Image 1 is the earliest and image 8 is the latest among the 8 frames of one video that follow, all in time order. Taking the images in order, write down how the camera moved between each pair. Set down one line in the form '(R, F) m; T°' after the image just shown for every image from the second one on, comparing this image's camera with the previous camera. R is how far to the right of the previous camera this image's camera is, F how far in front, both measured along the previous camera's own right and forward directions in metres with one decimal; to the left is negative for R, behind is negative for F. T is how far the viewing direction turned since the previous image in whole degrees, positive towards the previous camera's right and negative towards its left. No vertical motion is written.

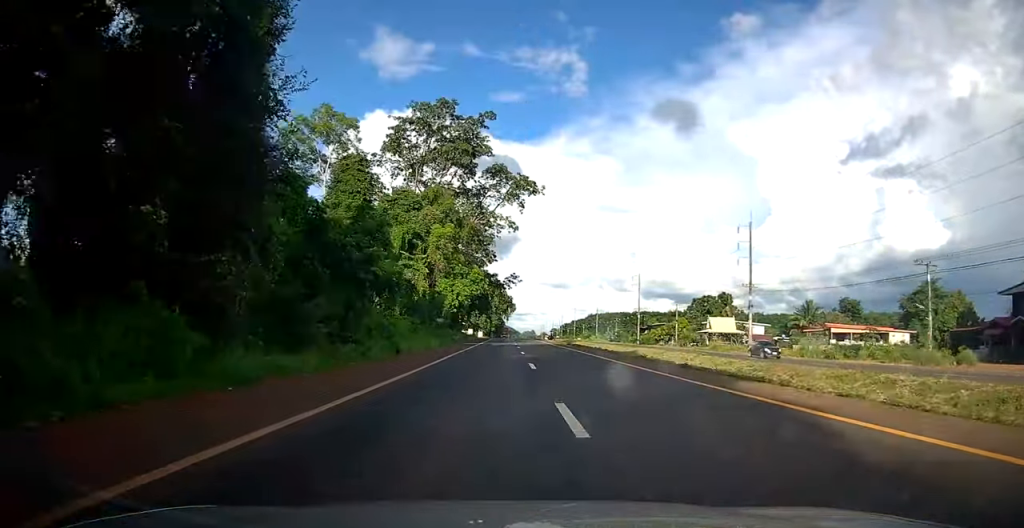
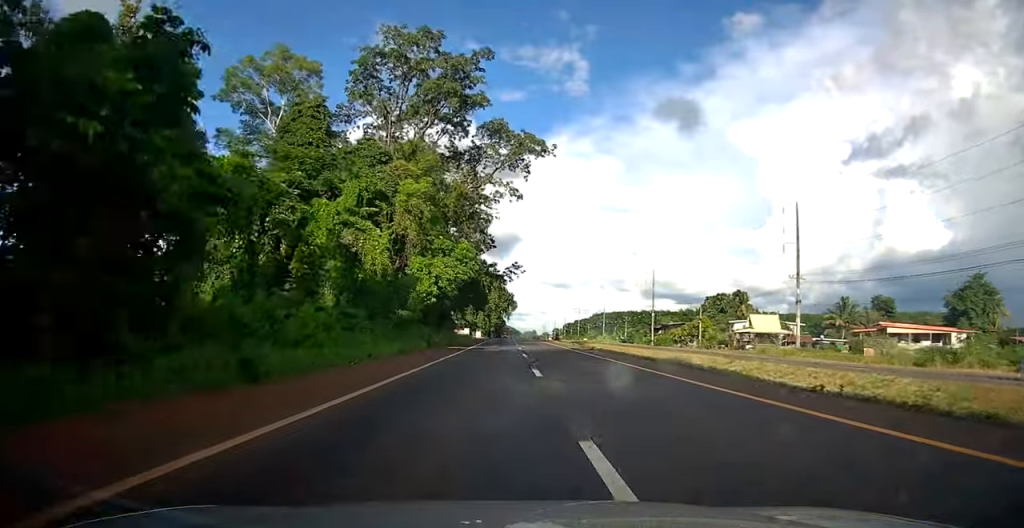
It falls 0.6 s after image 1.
(0.0, +15.3) m; +1°
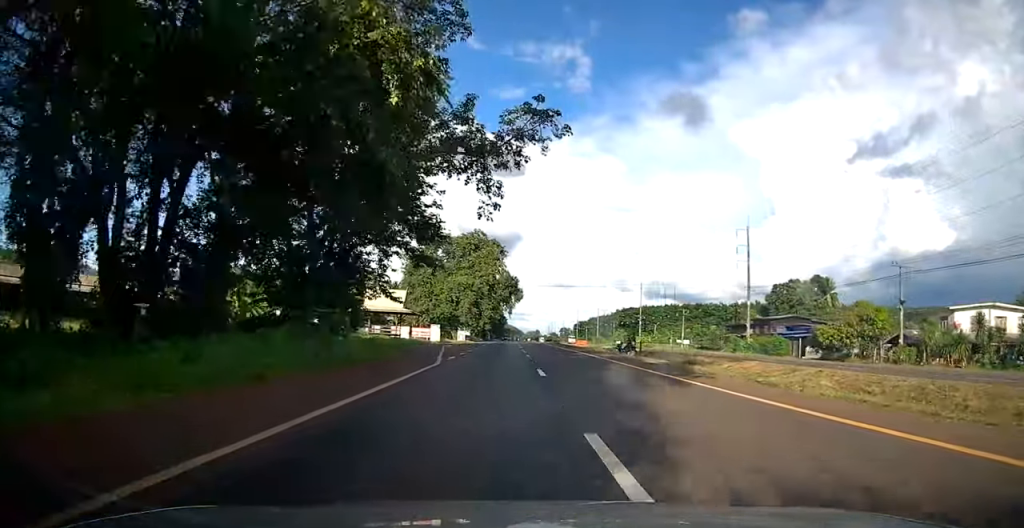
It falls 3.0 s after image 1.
(+0.2, +59.8) m; -1°
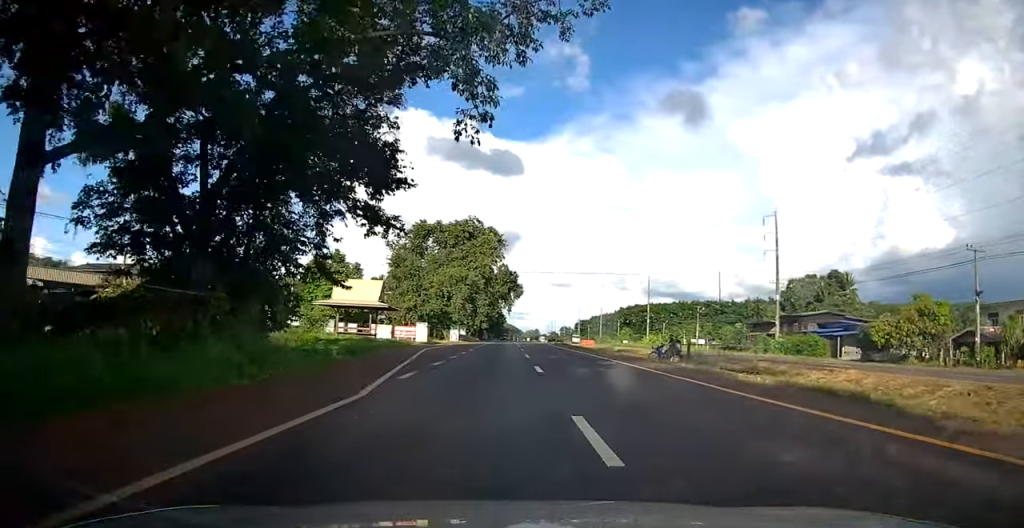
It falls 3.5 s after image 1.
(0.0, +10.5) m; 0°
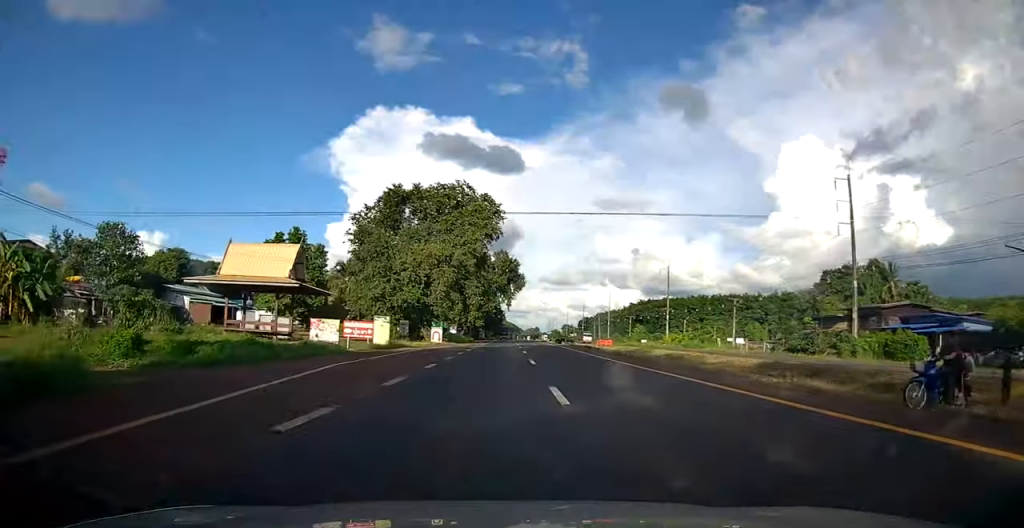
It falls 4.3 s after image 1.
(+0.1, +19.5) m; 0°
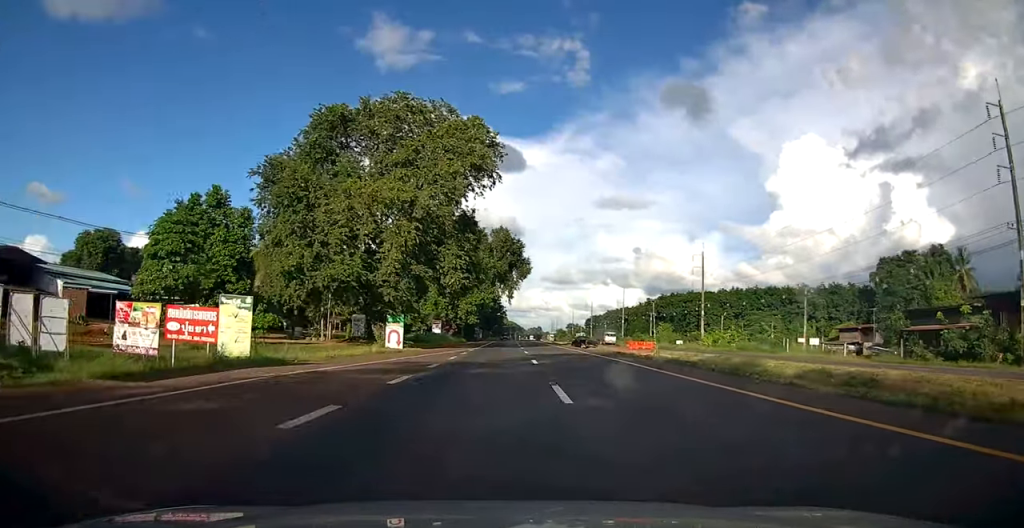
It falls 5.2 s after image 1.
(-0.1, +24.0) m; 0°
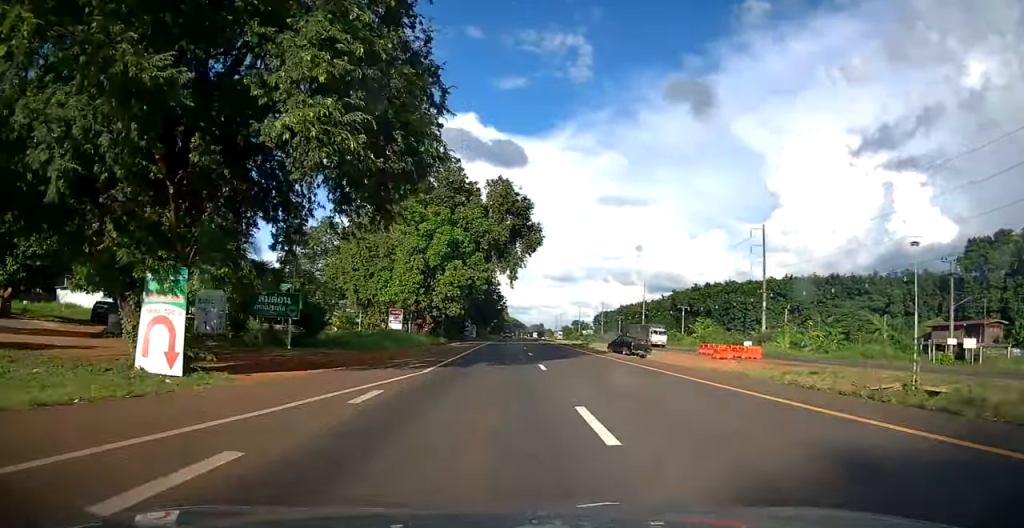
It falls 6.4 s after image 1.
(+0.1, +27.6) m; 0°
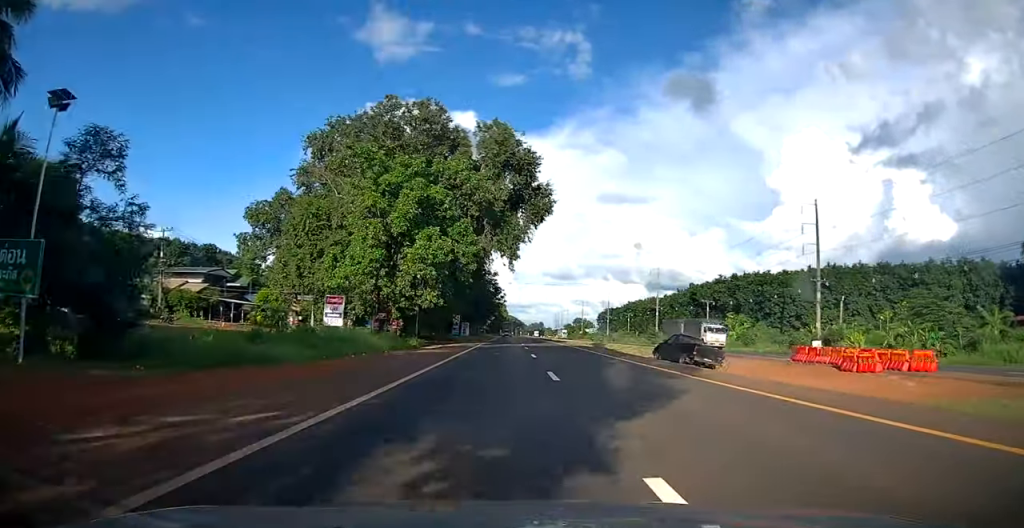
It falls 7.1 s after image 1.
(-0.1, +16.6) m; 0°
